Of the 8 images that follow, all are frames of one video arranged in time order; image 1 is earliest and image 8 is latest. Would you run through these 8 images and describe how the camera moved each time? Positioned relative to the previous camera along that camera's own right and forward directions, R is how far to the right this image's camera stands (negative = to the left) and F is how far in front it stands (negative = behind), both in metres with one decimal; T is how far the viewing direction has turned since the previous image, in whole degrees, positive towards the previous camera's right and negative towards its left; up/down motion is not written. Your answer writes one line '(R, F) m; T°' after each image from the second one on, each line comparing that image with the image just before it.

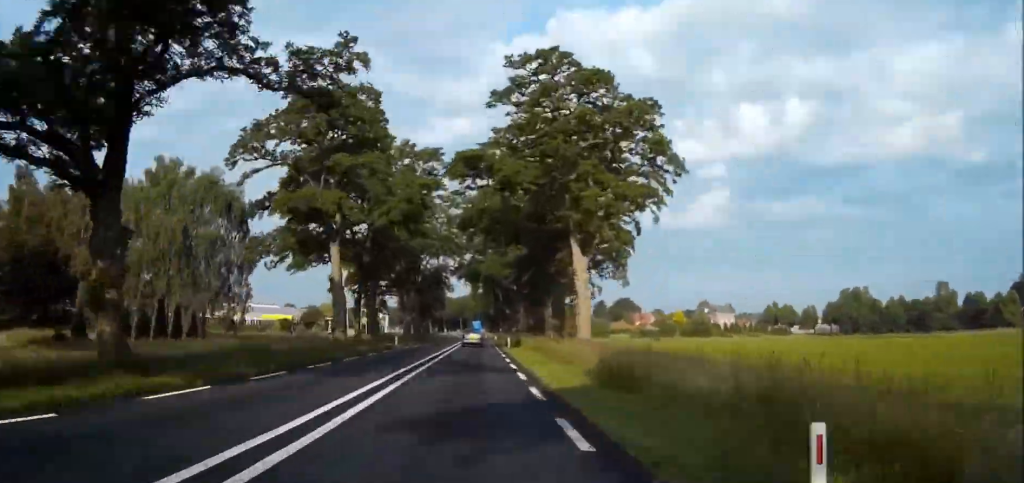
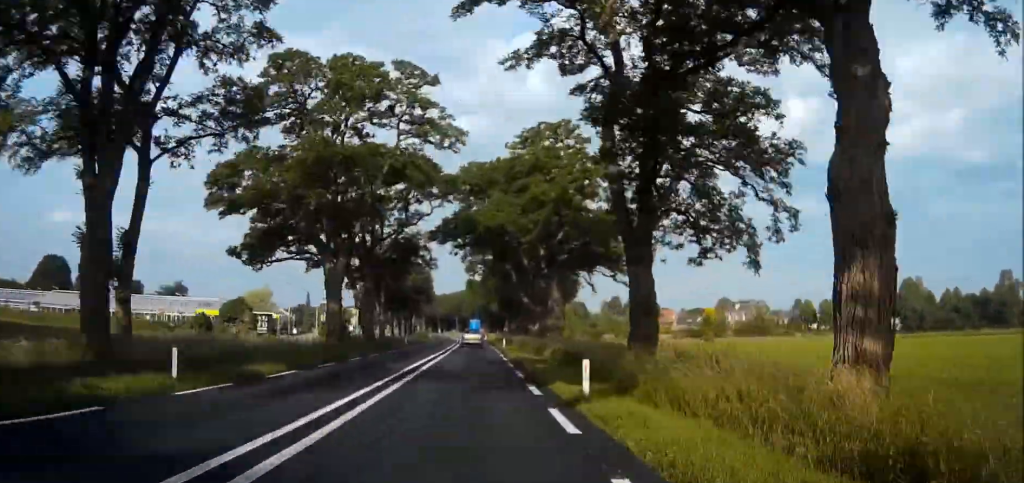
(-0.1, +40.5) m; -1°
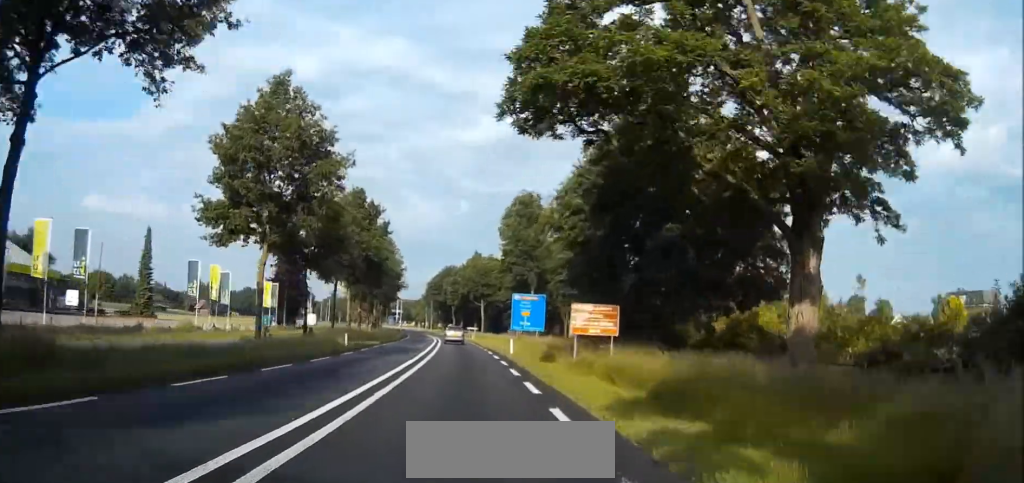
(-3.3, +126.3) m; -4°
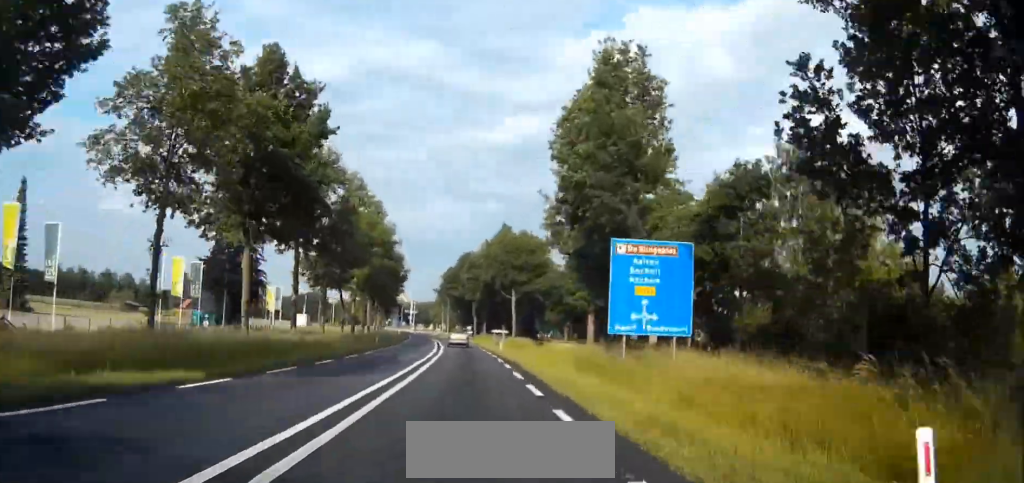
(-0.7, +36.0) m; -1°
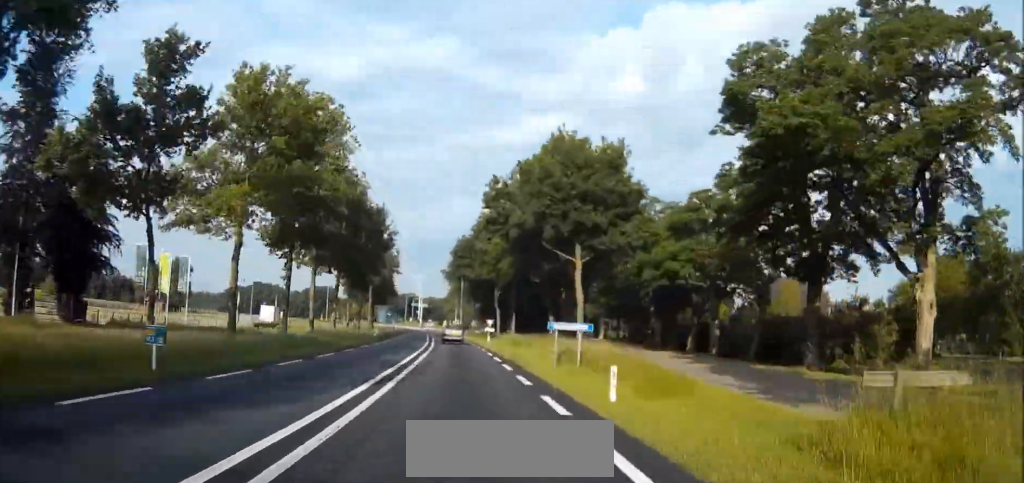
(0.0, +39.5) m; 0°
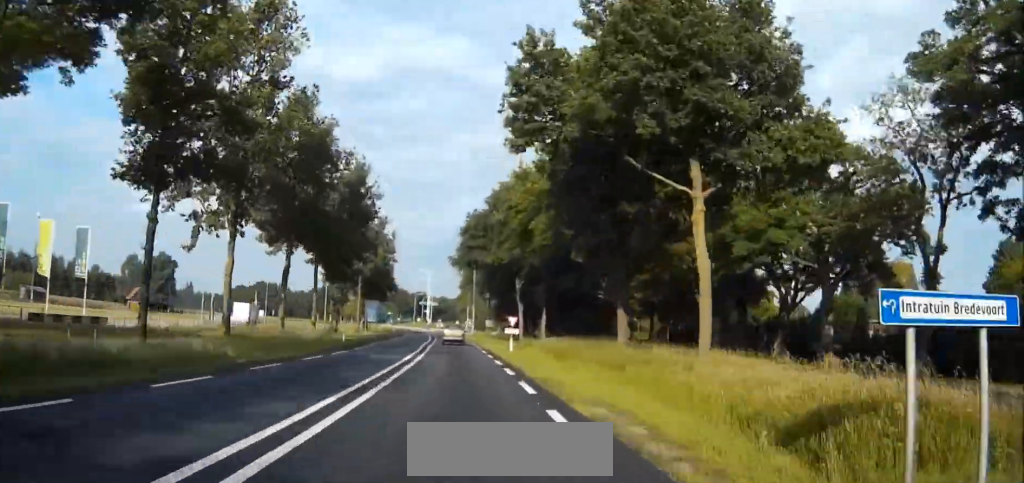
(+0.1, +19.5) m; -1°
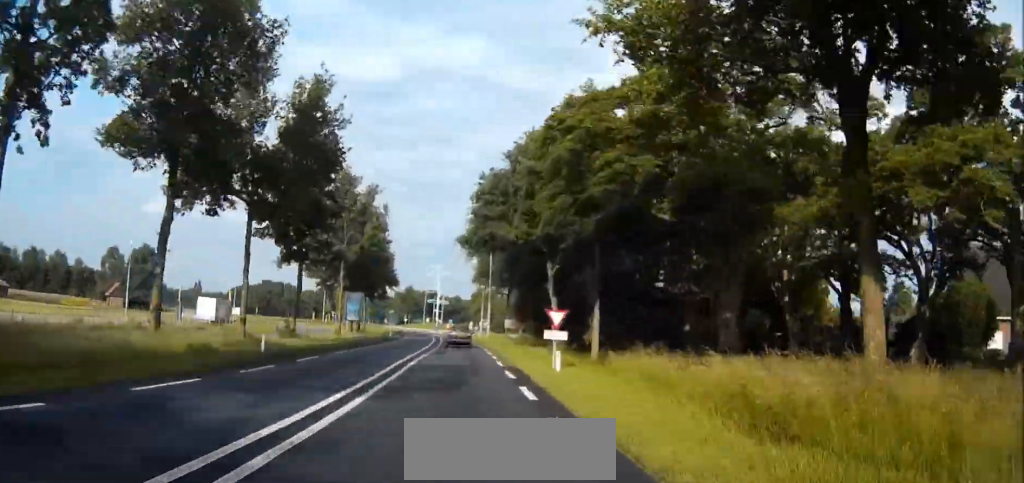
(+0.3, +18.1) m; -1°
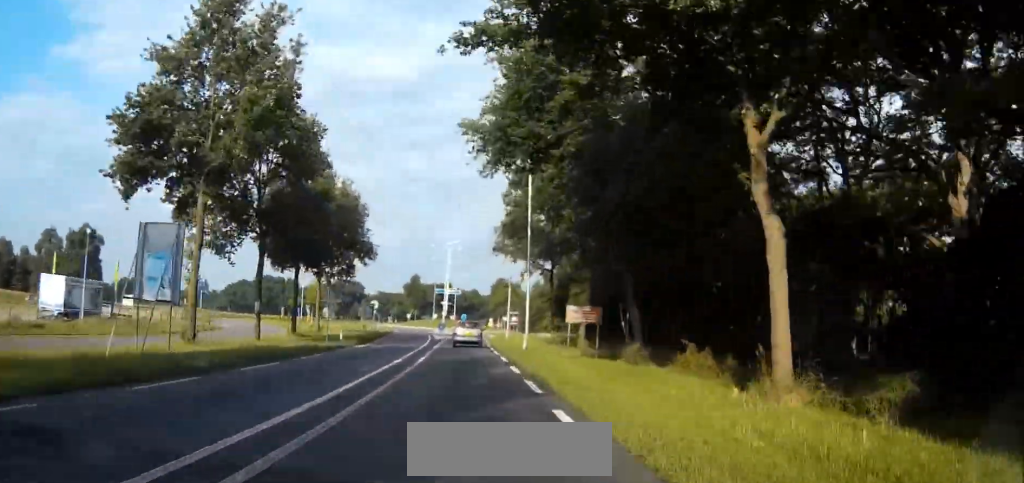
(-1.2, +33.3) m; -2°
